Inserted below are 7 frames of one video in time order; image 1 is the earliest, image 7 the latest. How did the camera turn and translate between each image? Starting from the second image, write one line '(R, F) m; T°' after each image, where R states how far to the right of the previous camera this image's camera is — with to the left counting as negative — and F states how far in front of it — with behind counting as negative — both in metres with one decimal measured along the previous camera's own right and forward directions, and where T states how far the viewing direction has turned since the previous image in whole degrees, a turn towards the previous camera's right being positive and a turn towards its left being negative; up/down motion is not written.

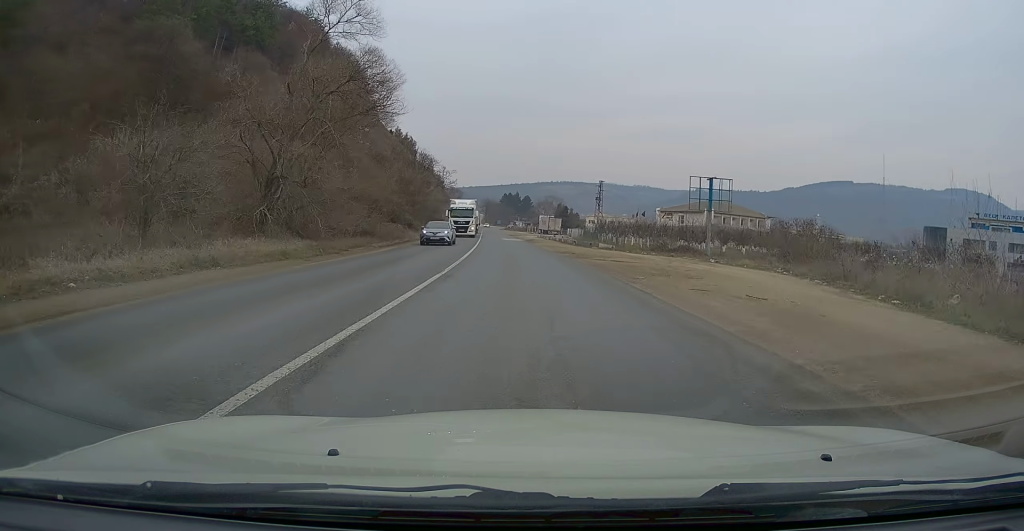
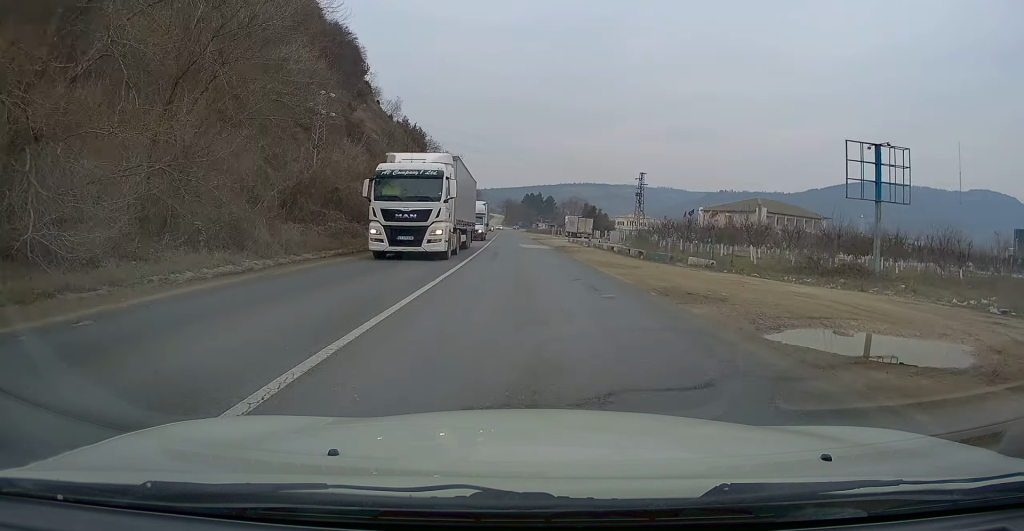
(-0.2, +19.9) m; -2°
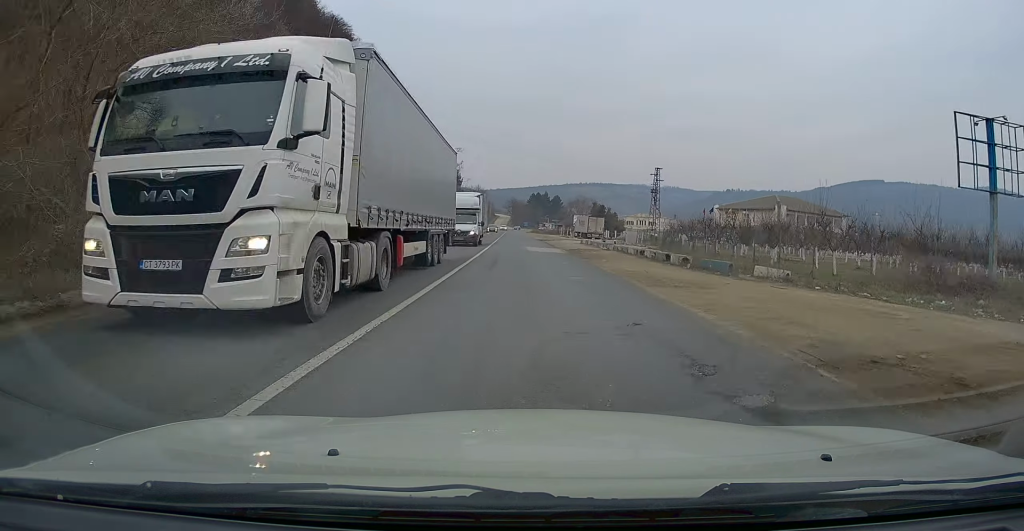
(-0.2, +7.0) m; -1°
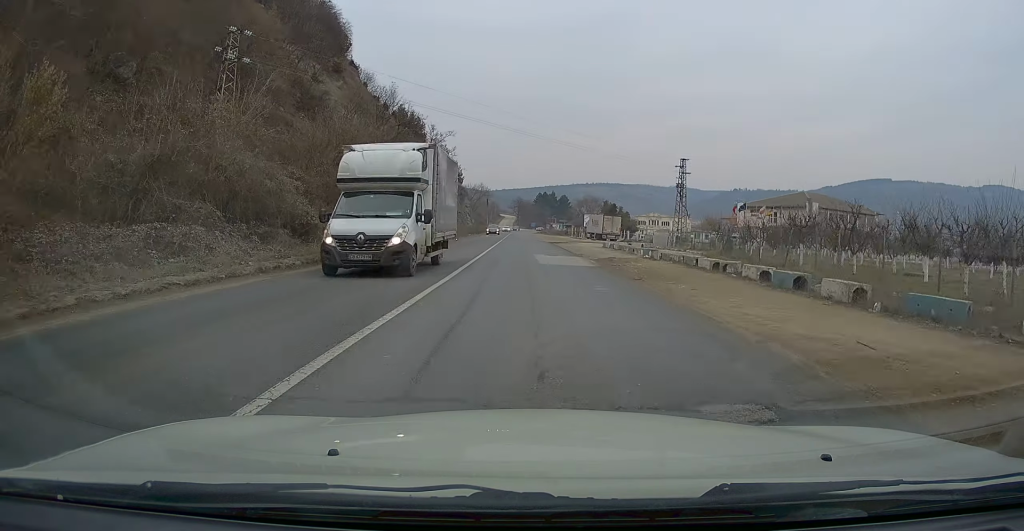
(-0.1, +11.2) m; -1°
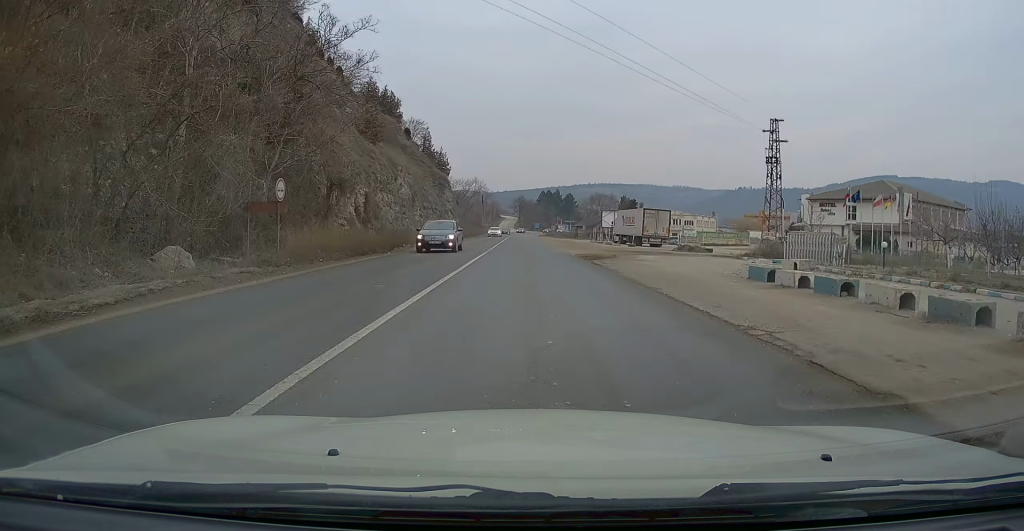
(-0.1, +28.3) m; -1°
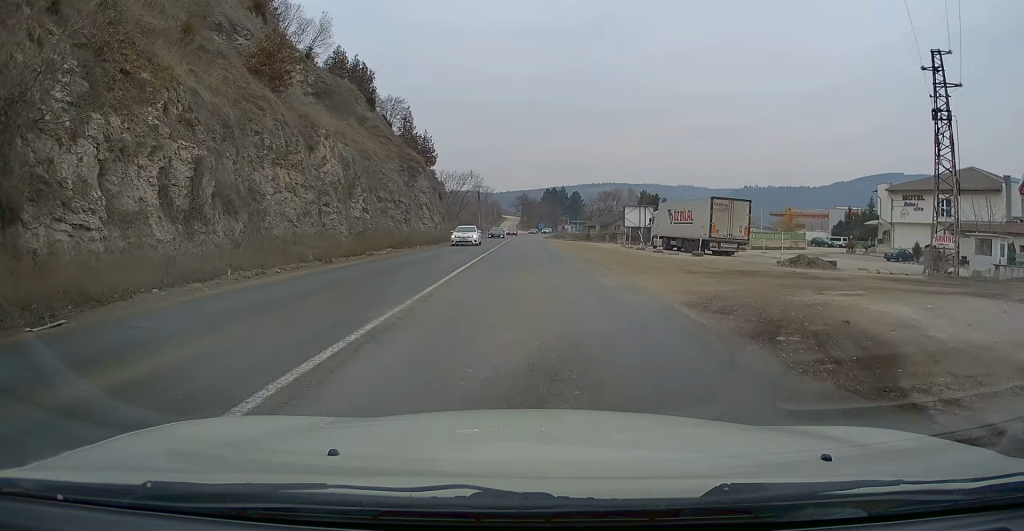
(-0.2, +21.3) m; 0°
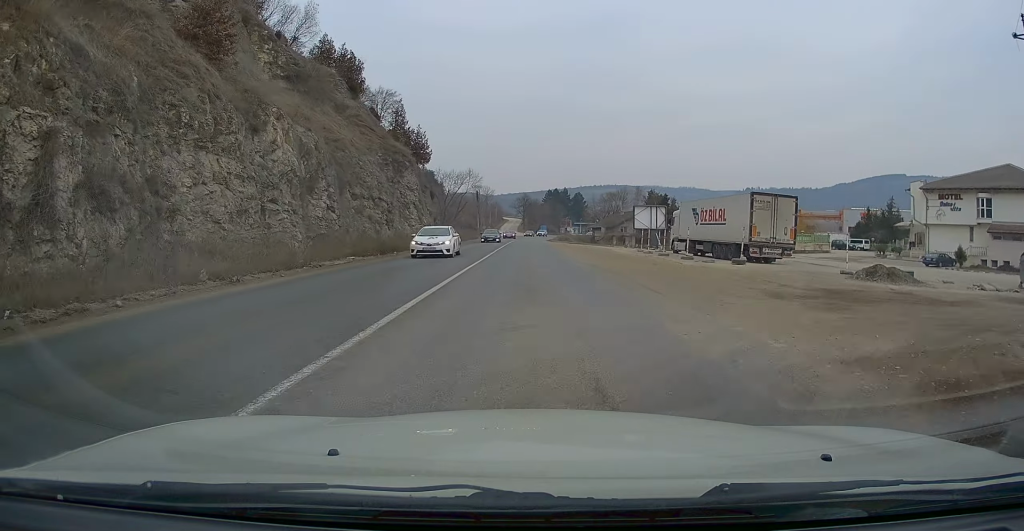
(+0.1, +7.0) m; 0°
